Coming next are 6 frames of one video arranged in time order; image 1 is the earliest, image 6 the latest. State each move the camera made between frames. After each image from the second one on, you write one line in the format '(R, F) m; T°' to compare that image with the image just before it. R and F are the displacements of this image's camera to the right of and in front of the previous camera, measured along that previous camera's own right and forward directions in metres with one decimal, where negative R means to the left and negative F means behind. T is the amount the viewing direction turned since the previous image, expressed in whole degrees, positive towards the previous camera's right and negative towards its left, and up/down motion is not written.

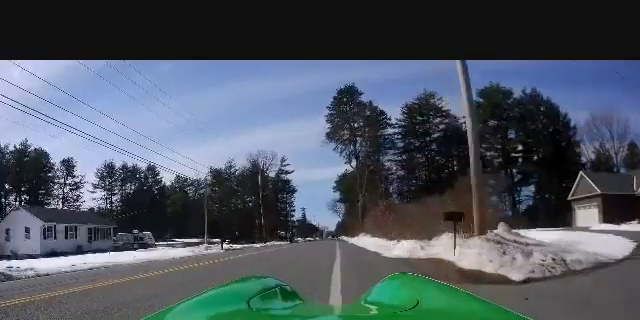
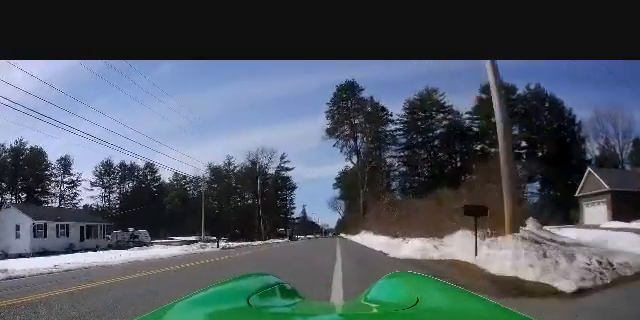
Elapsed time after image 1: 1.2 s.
(0.0, +7.2) m; 0°
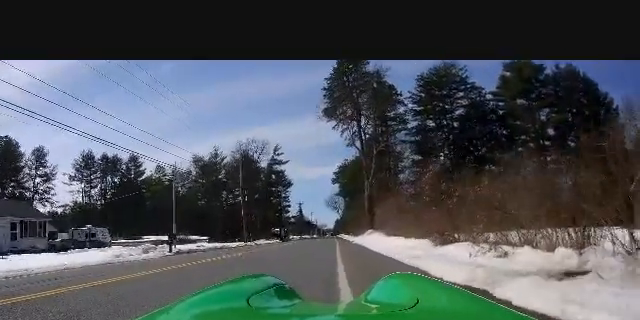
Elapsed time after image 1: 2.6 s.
(0.0, +8.9) m; -1°
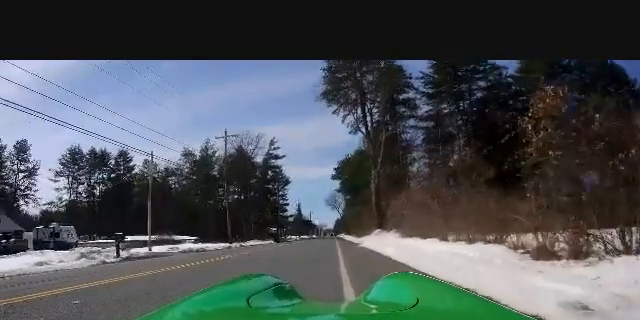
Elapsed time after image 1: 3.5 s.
(0.0, +6.2) m; -2°
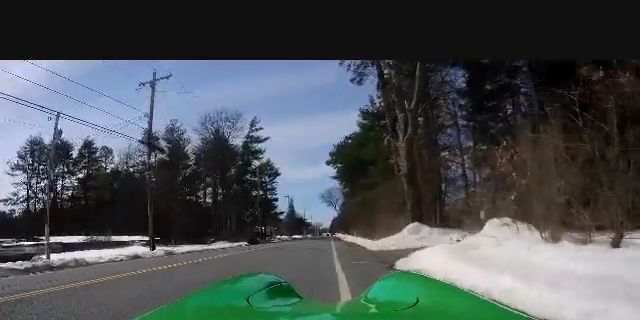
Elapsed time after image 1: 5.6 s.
(0.0, +15.3) m; +1°
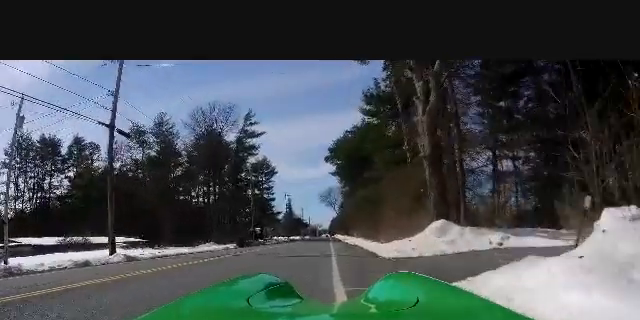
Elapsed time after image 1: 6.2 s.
(-0.2, +4.2) m; +2°
